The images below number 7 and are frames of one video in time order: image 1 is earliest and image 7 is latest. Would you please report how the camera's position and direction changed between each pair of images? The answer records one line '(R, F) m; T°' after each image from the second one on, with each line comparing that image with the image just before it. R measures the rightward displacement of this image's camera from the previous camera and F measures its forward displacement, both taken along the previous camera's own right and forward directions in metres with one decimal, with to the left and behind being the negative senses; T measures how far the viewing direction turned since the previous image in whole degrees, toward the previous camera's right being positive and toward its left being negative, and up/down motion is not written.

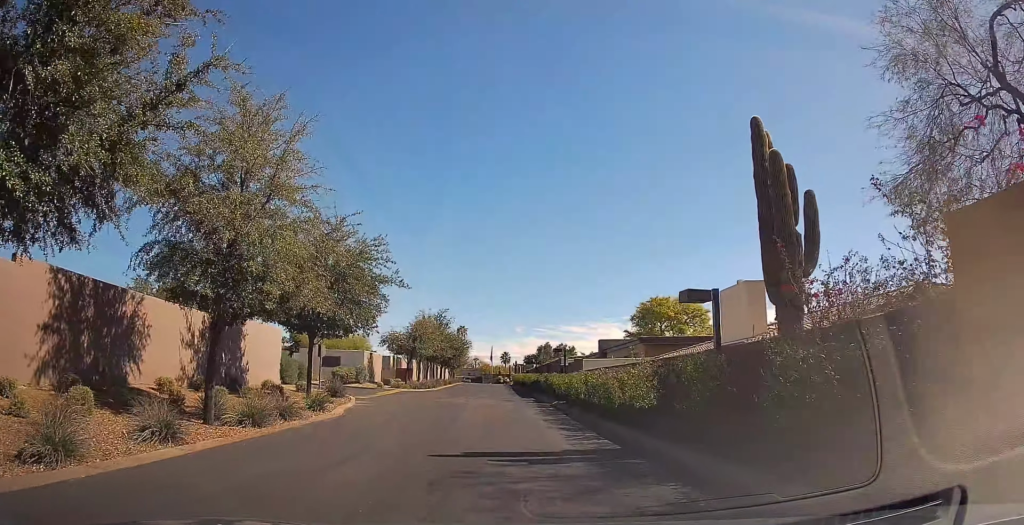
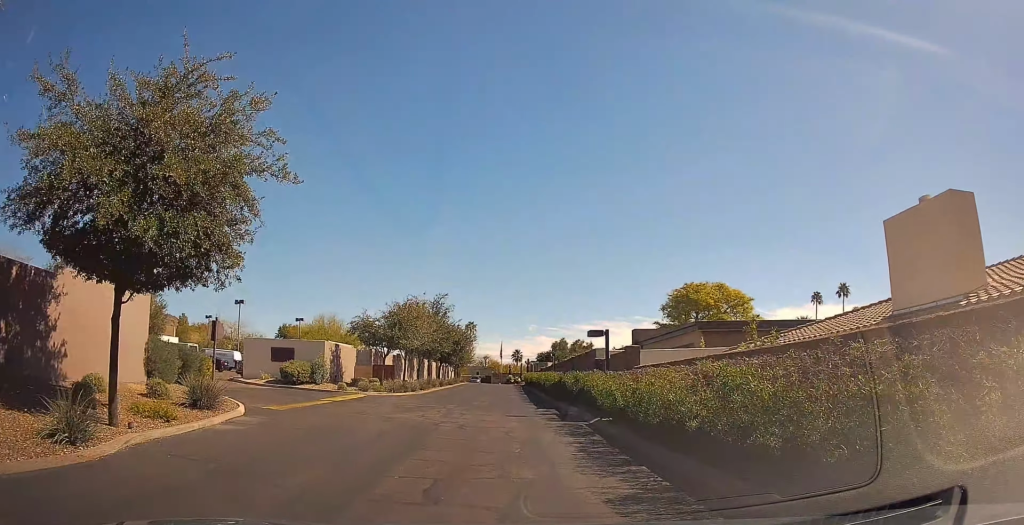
(0.0, +11.1) m; -2°
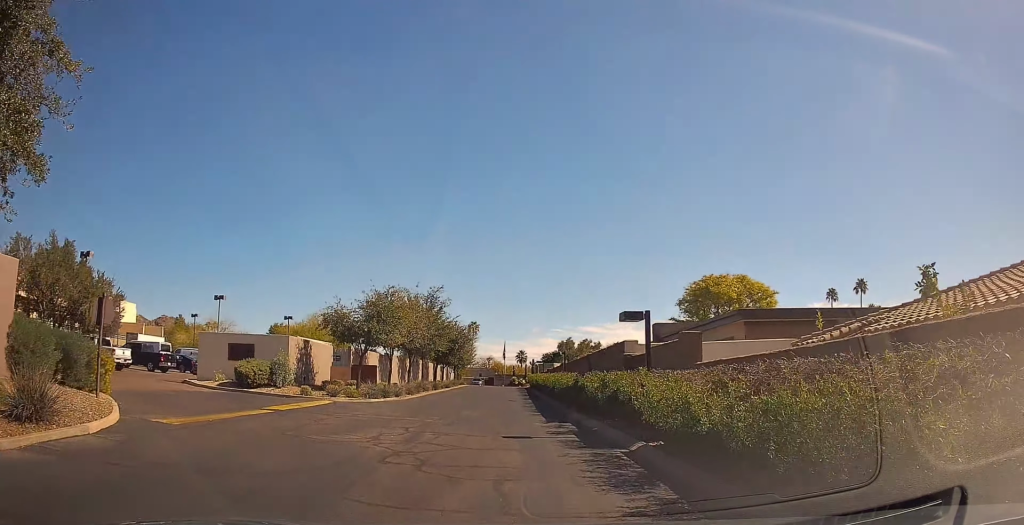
(-0.2, +5.3) m; -5°
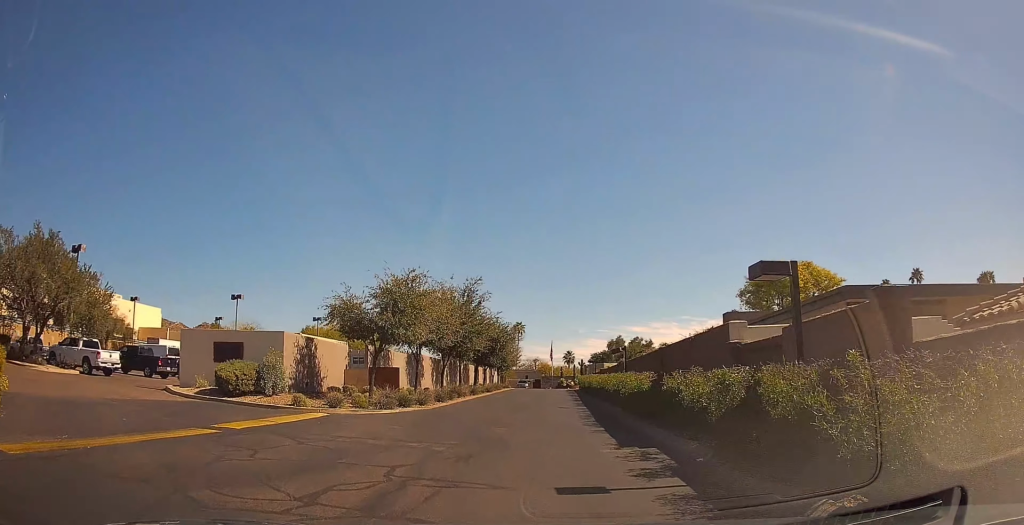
(-0.1, +5.1) m; -4°
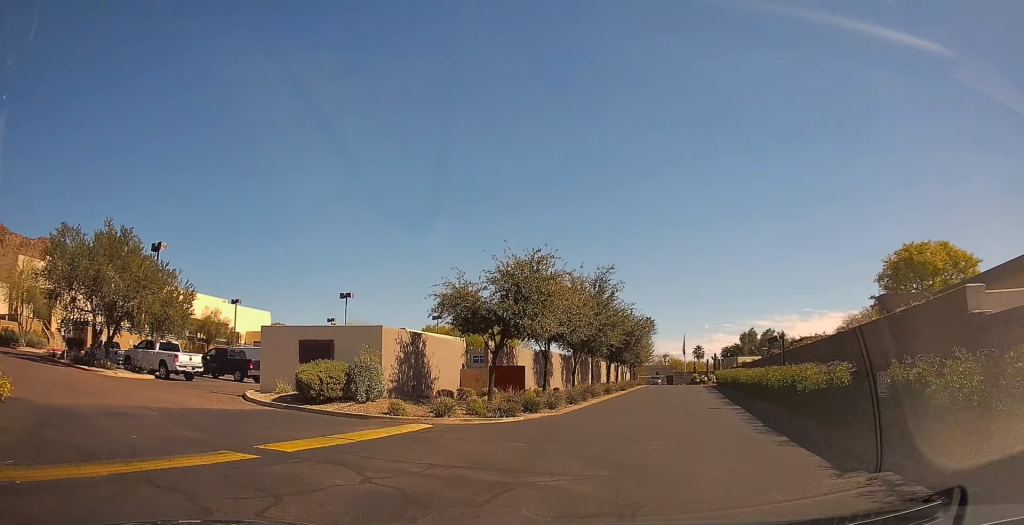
(0.0, +3.6) m; -10°
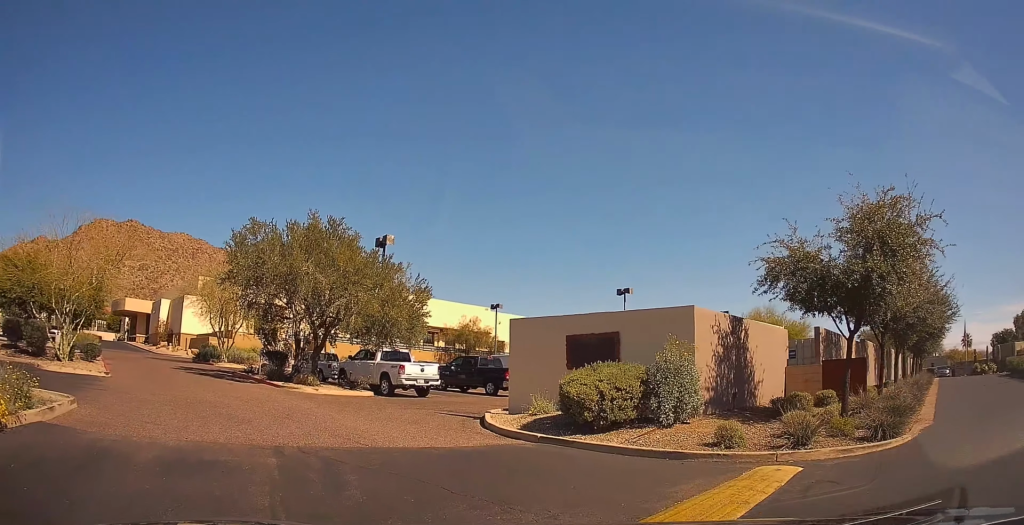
(-1.7, +6.4) m; -23°
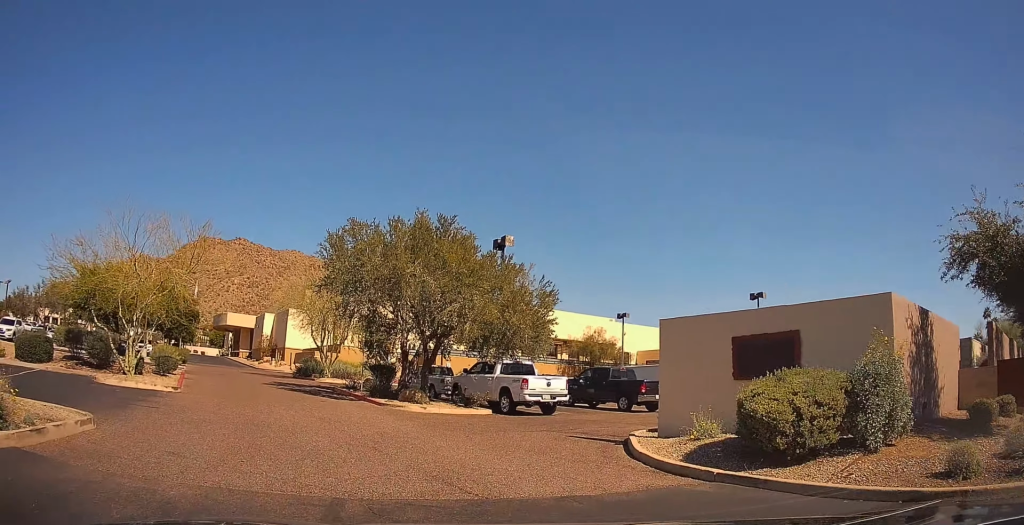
(-0.3, +3.1) m; -7°
